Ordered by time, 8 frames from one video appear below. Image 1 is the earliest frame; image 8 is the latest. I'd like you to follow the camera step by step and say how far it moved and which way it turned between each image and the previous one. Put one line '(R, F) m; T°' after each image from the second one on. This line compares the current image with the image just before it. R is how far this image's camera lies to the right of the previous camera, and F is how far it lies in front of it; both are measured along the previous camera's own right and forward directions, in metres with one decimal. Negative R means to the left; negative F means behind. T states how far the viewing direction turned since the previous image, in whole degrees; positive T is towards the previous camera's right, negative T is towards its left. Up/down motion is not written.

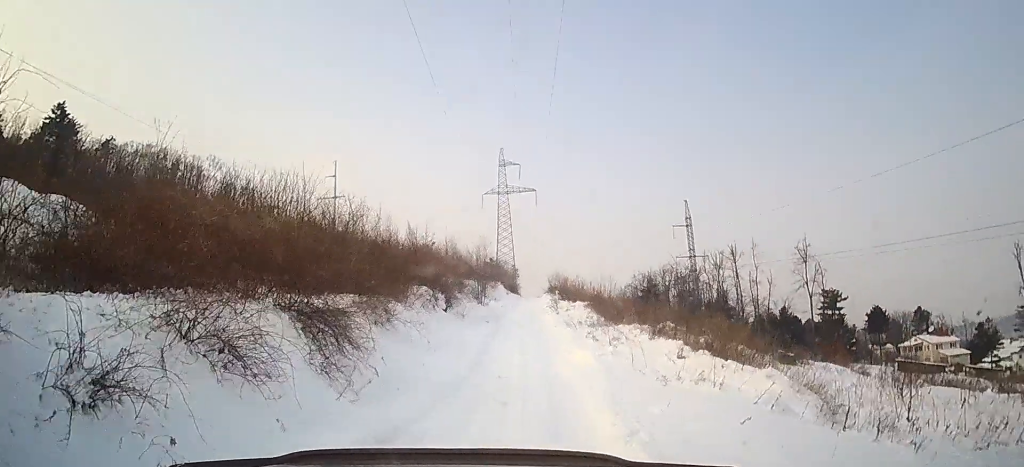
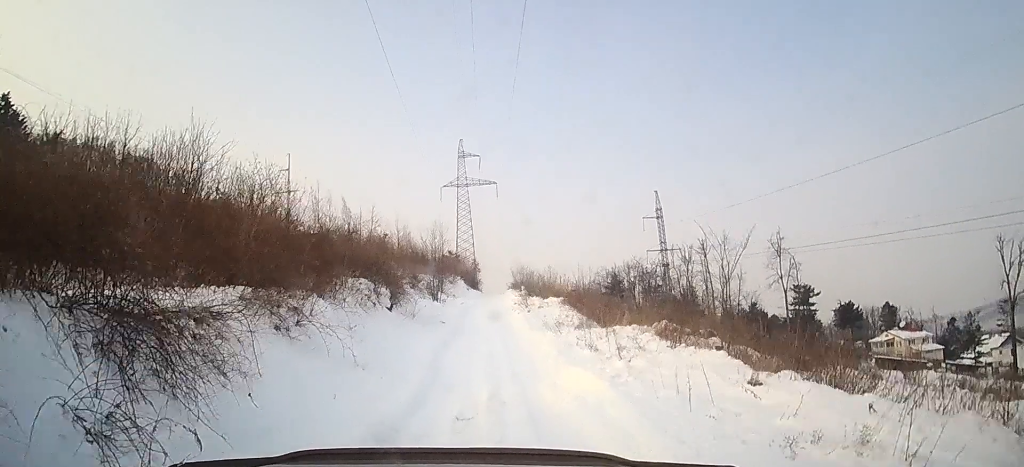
(+0.2, +5.1) m; +4°
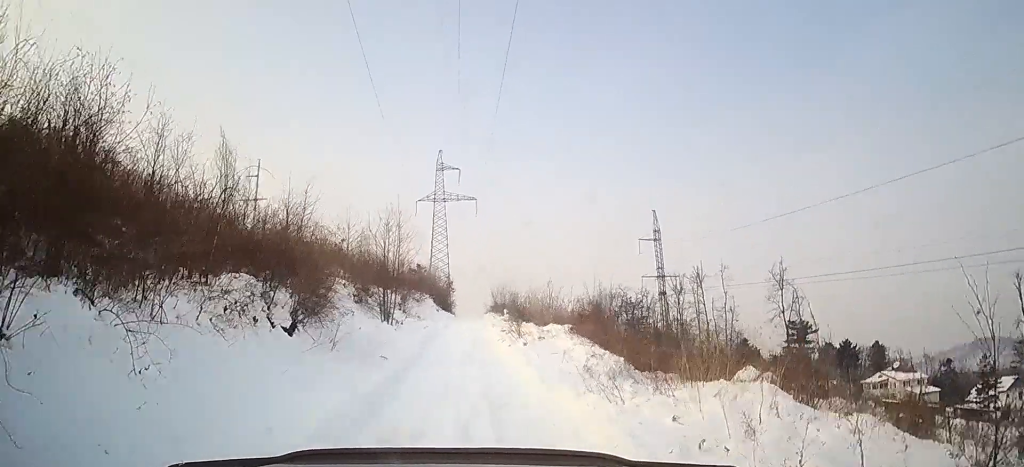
(+0.3, +8.6) m; +2°
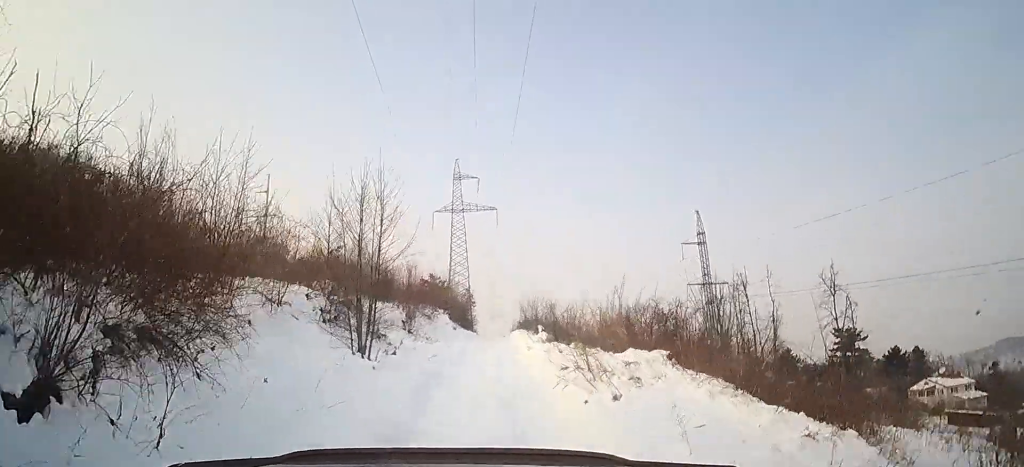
(0.0, +7.2) m; -1°
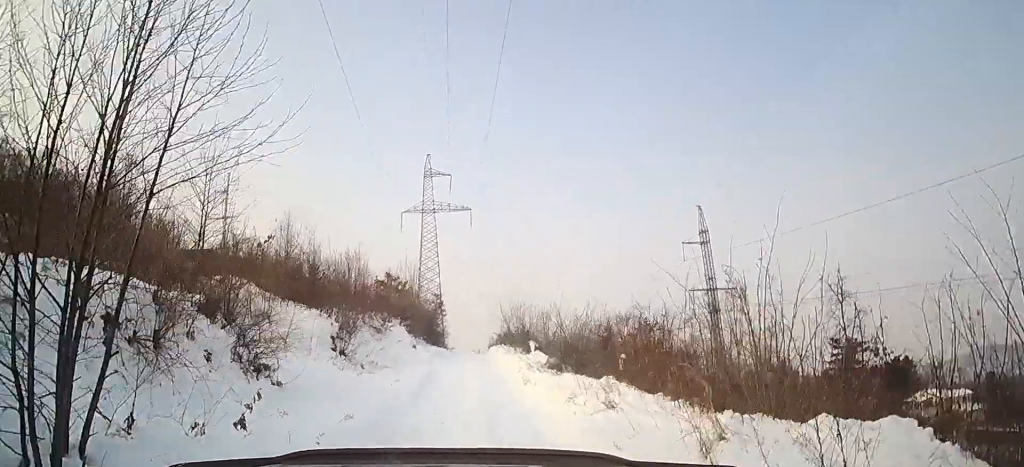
(0.0, +7.6) m; +1°
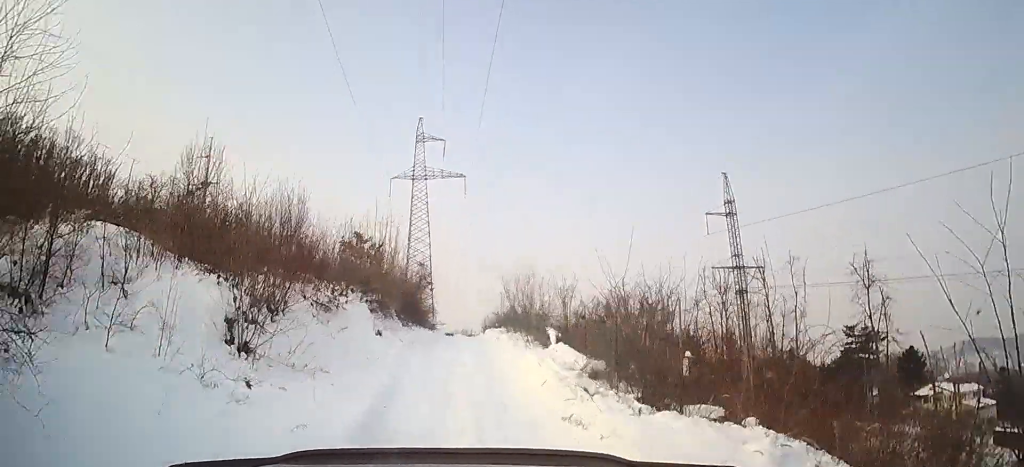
(+0.1, +6.4) m; +1°
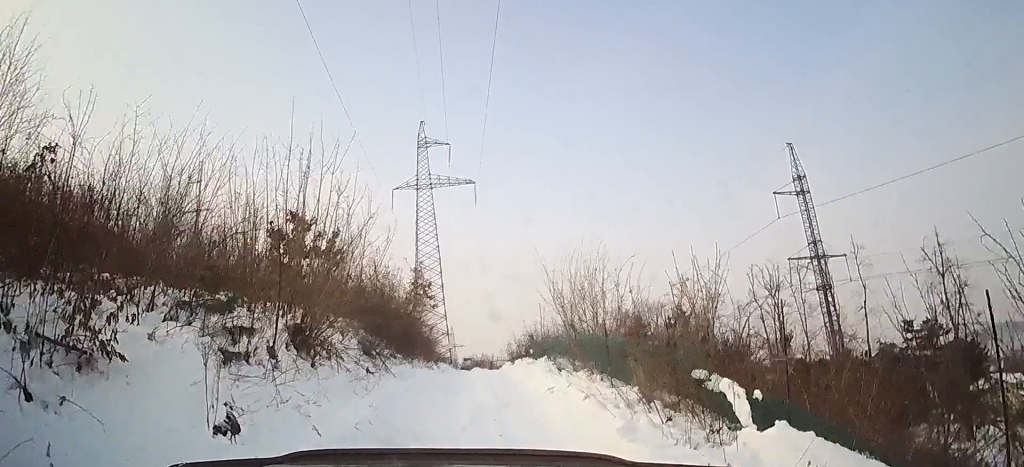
(0.0, +9.5) m; 0°
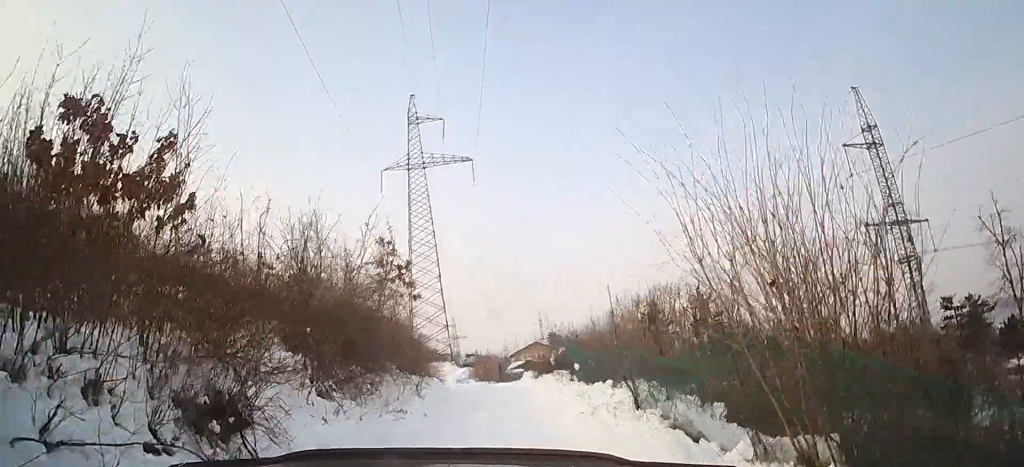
(0.0, +7.9) m; 0°
